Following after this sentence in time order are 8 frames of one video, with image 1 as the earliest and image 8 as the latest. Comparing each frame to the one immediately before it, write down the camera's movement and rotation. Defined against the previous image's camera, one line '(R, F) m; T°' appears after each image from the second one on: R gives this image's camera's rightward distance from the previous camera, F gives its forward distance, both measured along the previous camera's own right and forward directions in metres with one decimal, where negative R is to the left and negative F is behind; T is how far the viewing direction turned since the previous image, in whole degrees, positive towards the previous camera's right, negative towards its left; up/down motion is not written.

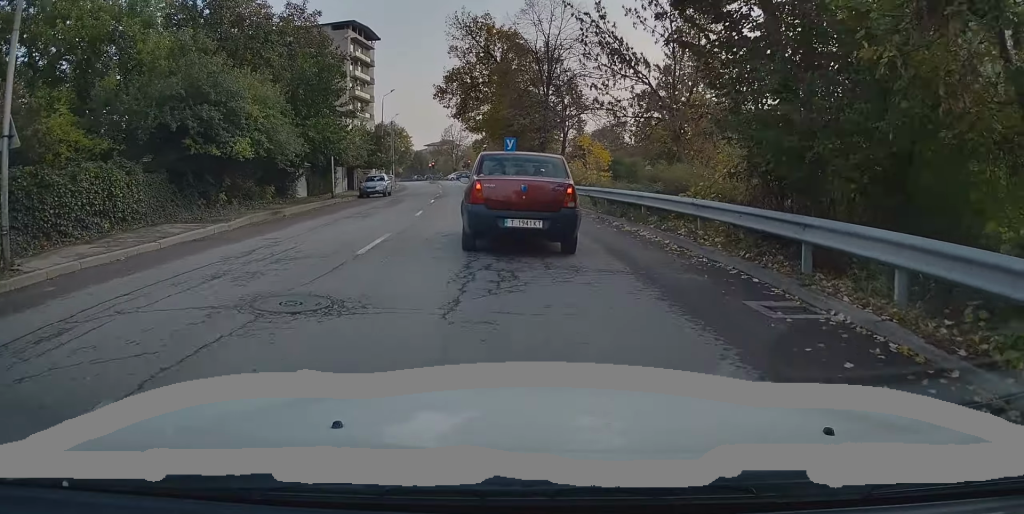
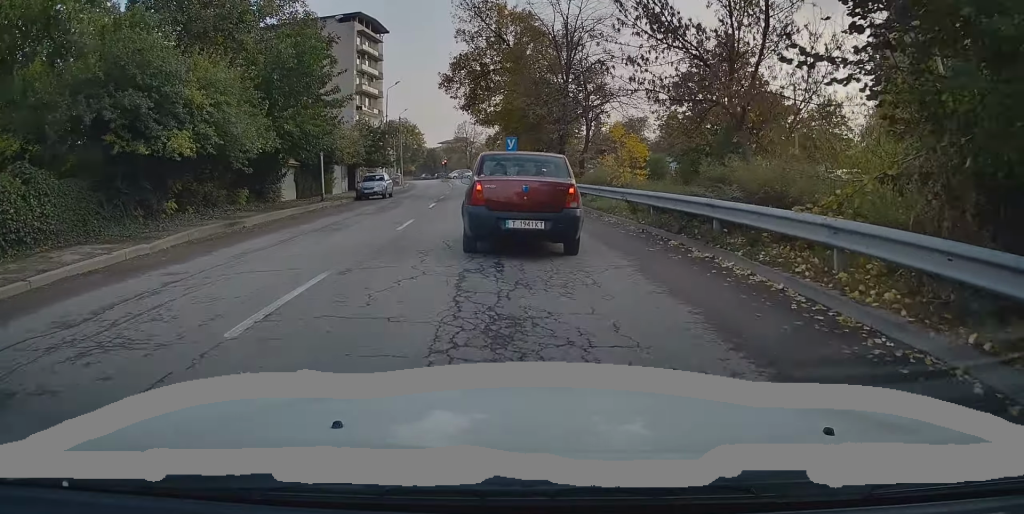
(-0.1, +4.6) m; -1°
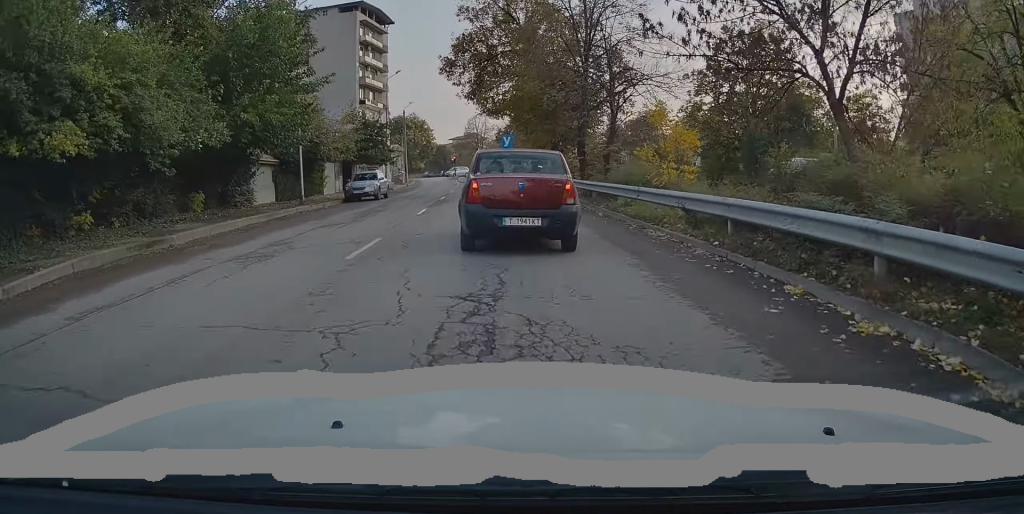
(+0.1, +4.8) m; 0°
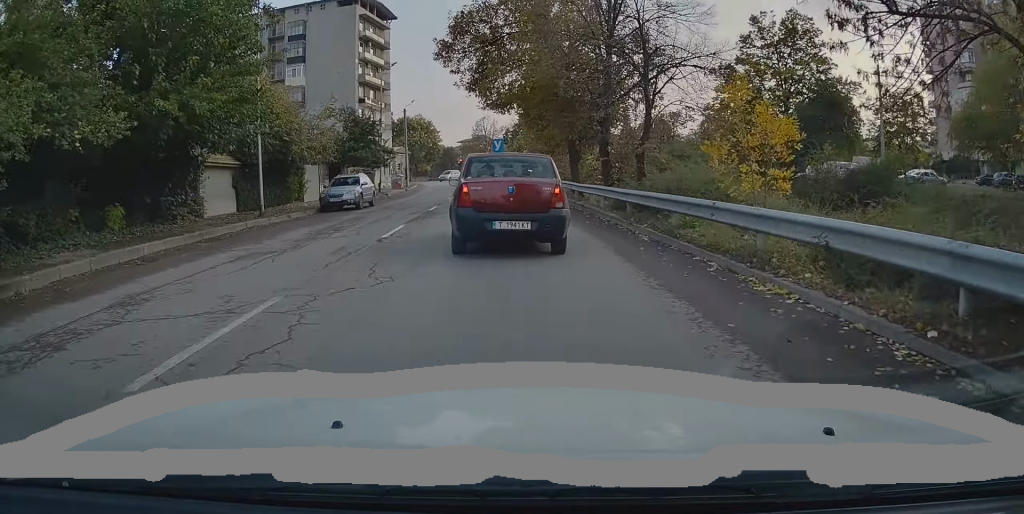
(0.0, +5.5) m; -1°
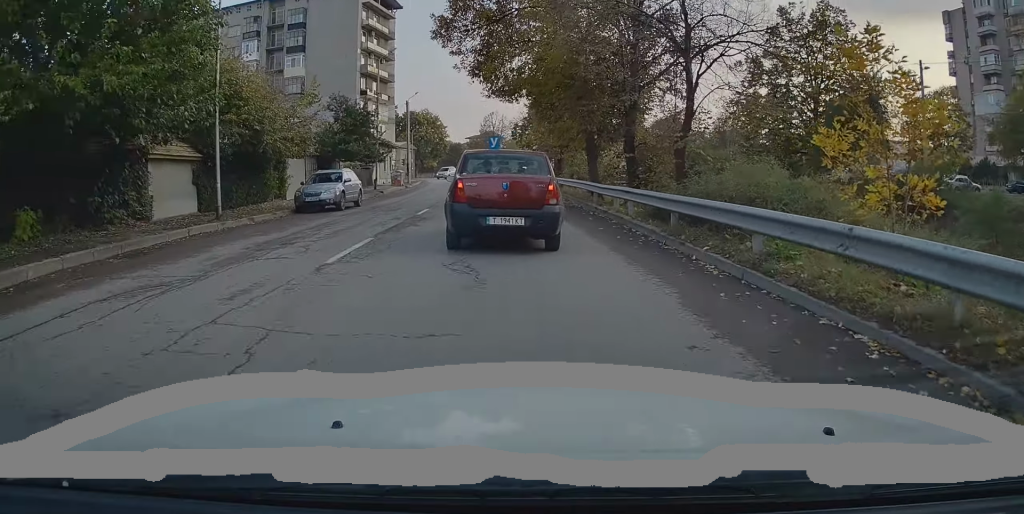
(0.0, +4.1) m; -1°
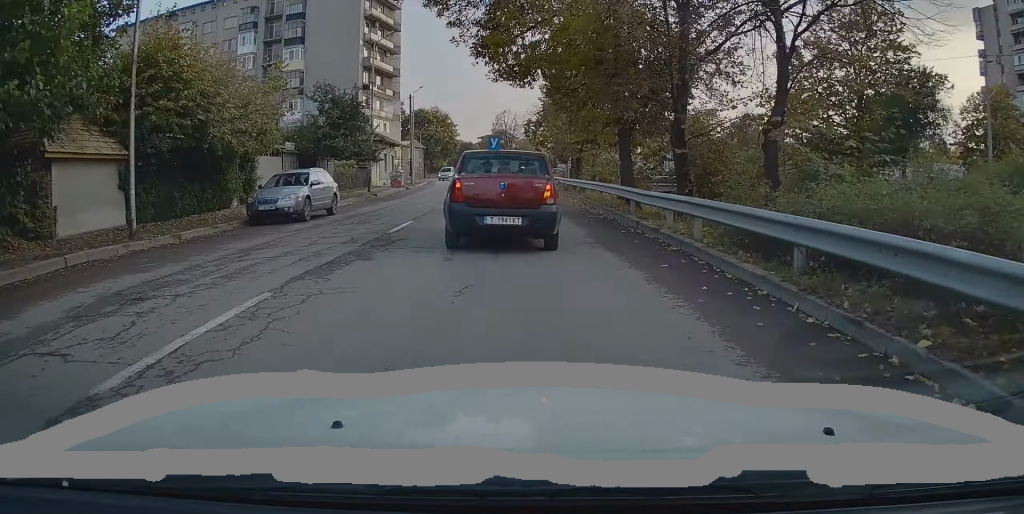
(-0.1, +5.1) m; -1°
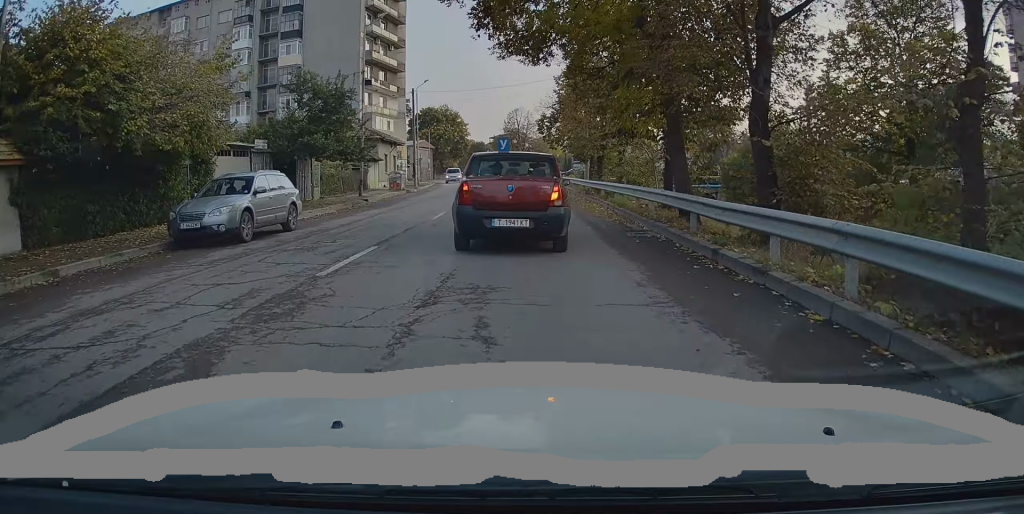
(0.0, +4.9) m; -2°
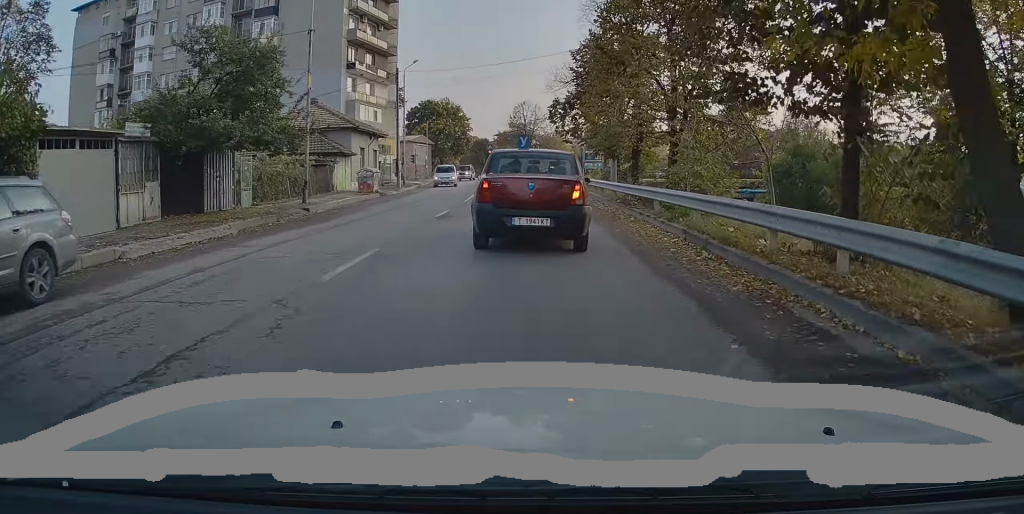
(-0.4, +9.1) m; -2°
